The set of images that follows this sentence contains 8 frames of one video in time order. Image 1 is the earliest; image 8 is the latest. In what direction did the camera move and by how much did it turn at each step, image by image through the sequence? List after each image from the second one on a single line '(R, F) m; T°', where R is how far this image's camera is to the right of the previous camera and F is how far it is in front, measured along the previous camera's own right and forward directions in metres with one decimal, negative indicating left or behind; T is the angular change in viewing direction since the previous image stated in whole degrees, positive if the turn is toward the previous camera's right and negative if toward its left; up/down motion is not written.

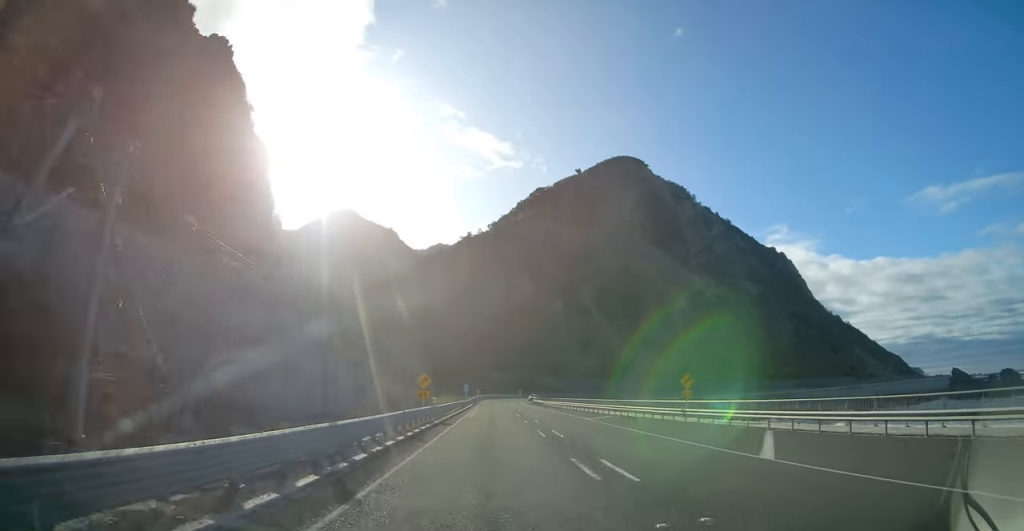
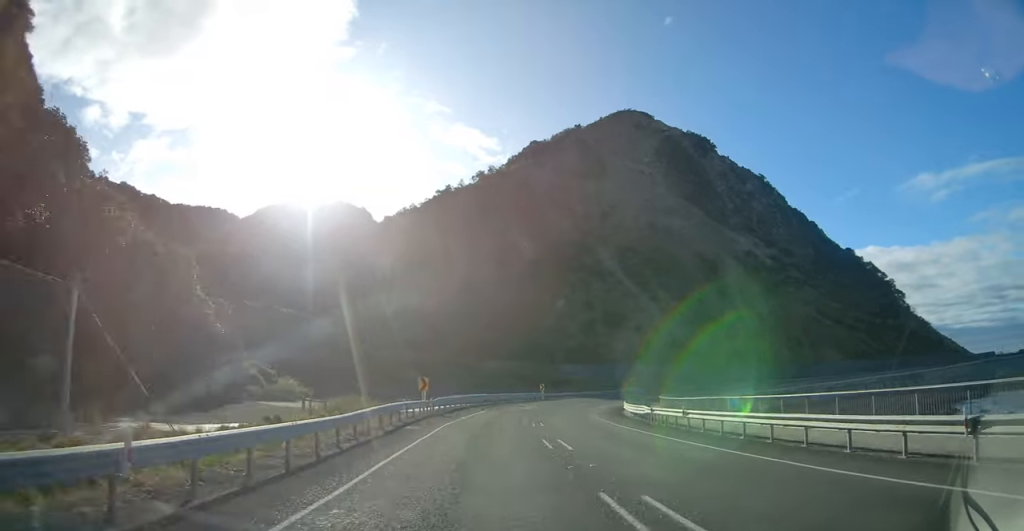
(+2.2, +92.1) m; +9°
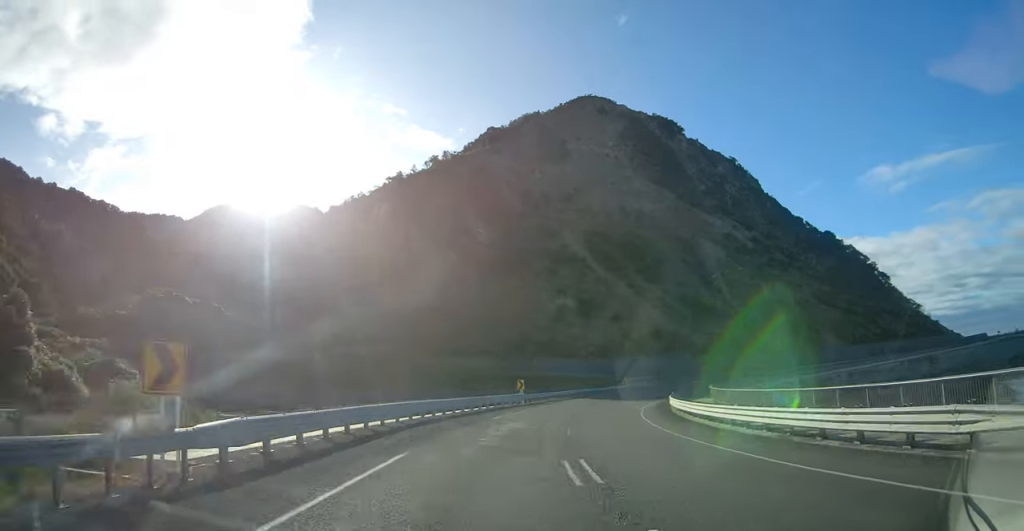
(+1.5, +25.1) m; +7°
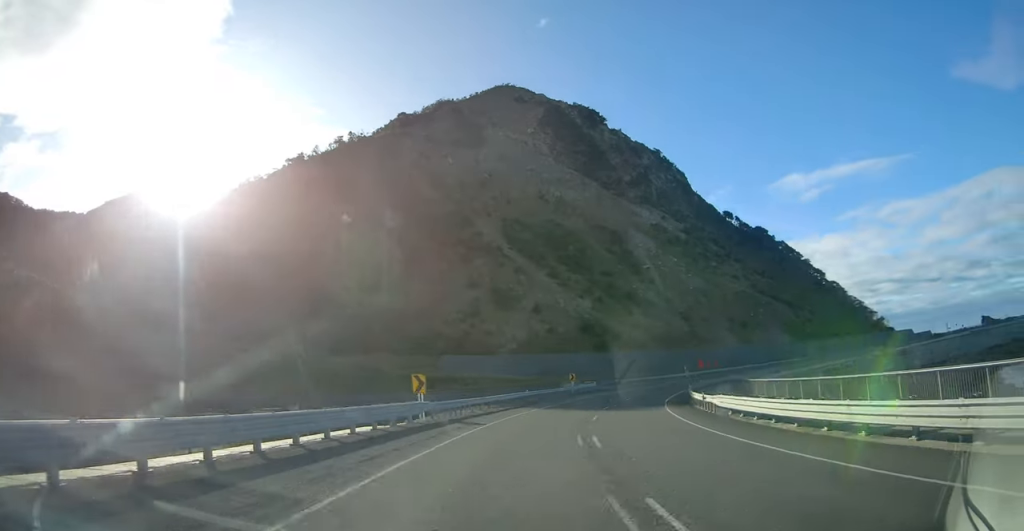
(-0.9, +24.9) m; +8°
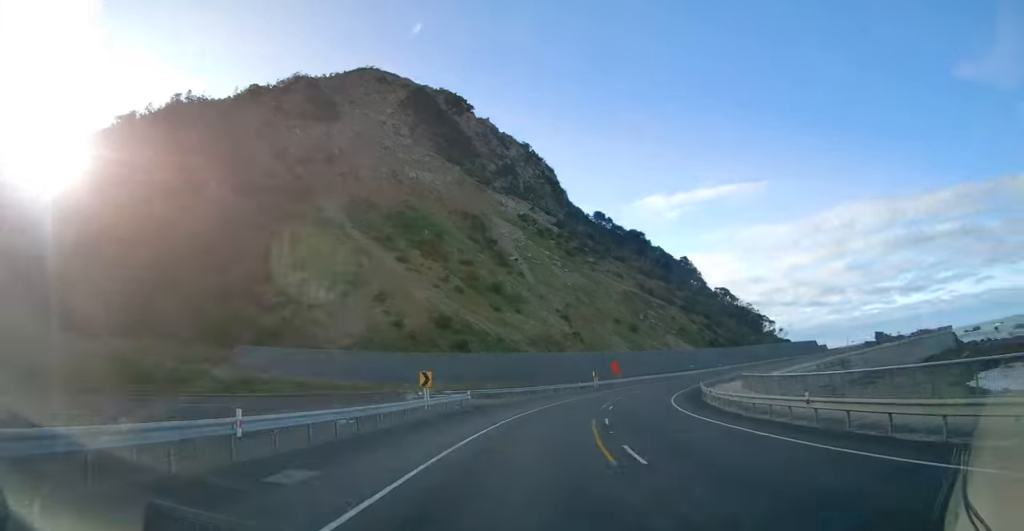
(+5.7, +34.0) m; +16°
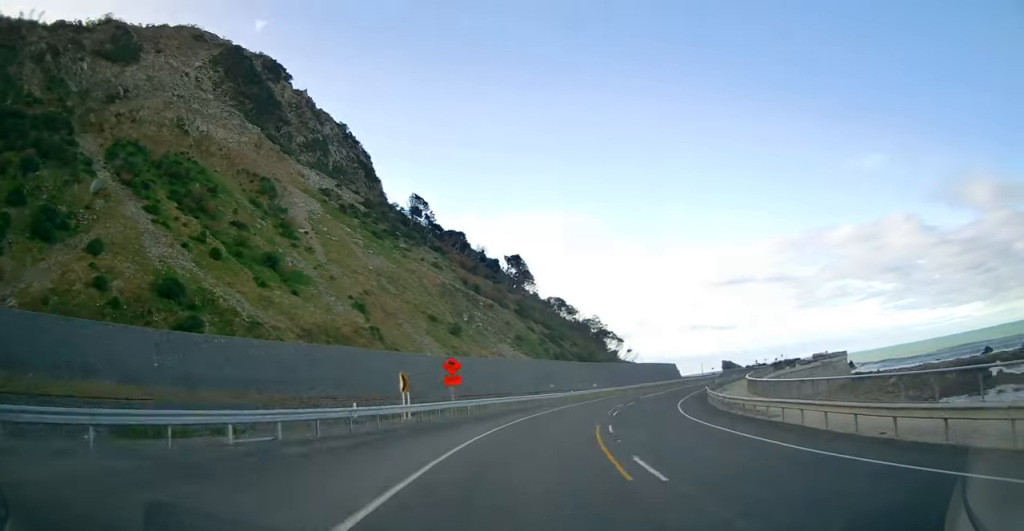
(+6.8, +40.0) m; +18°
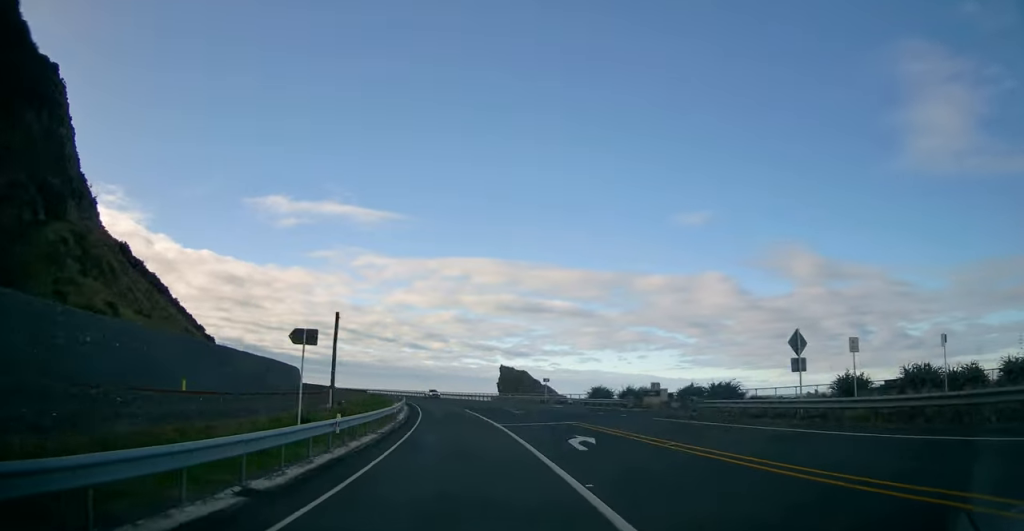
(+51.2, +177.3) m; +8°
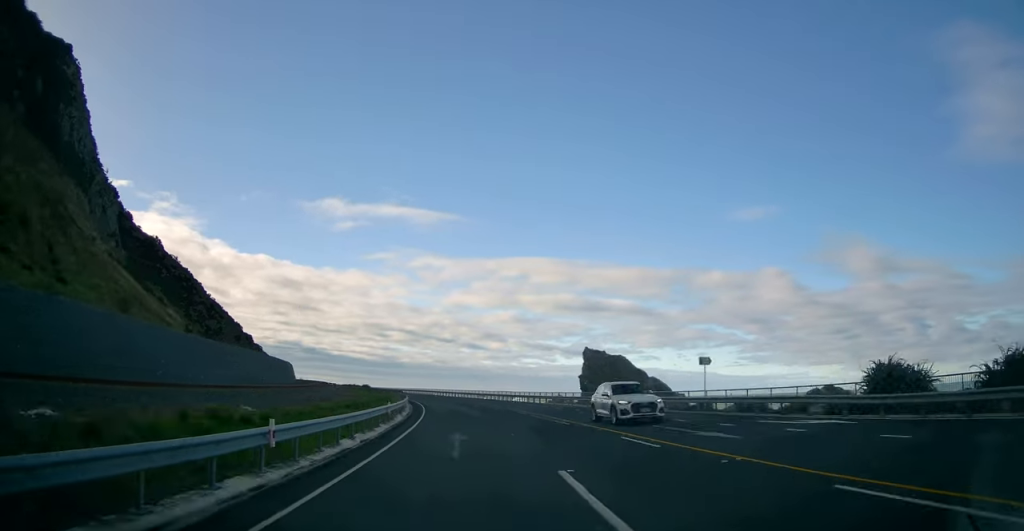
(-1.3, +35.2) m; -6°
